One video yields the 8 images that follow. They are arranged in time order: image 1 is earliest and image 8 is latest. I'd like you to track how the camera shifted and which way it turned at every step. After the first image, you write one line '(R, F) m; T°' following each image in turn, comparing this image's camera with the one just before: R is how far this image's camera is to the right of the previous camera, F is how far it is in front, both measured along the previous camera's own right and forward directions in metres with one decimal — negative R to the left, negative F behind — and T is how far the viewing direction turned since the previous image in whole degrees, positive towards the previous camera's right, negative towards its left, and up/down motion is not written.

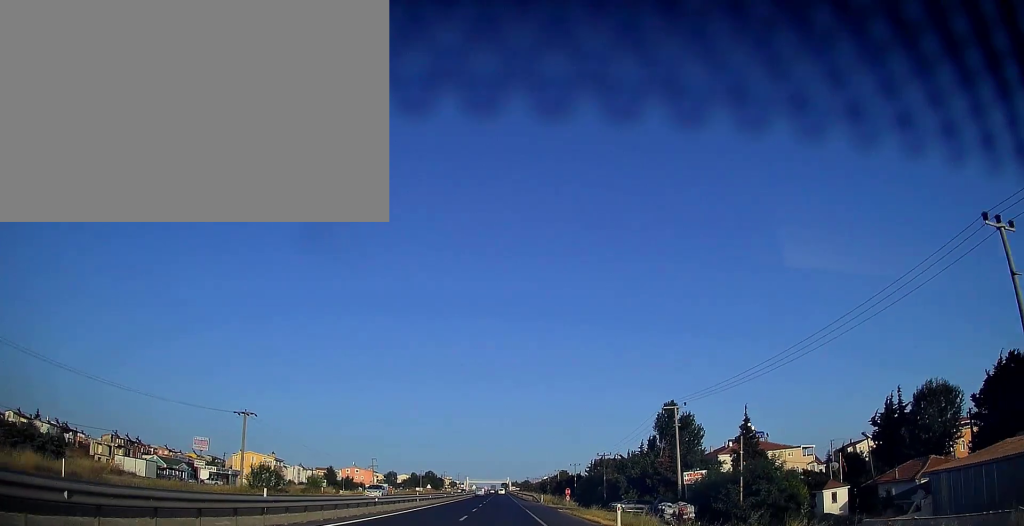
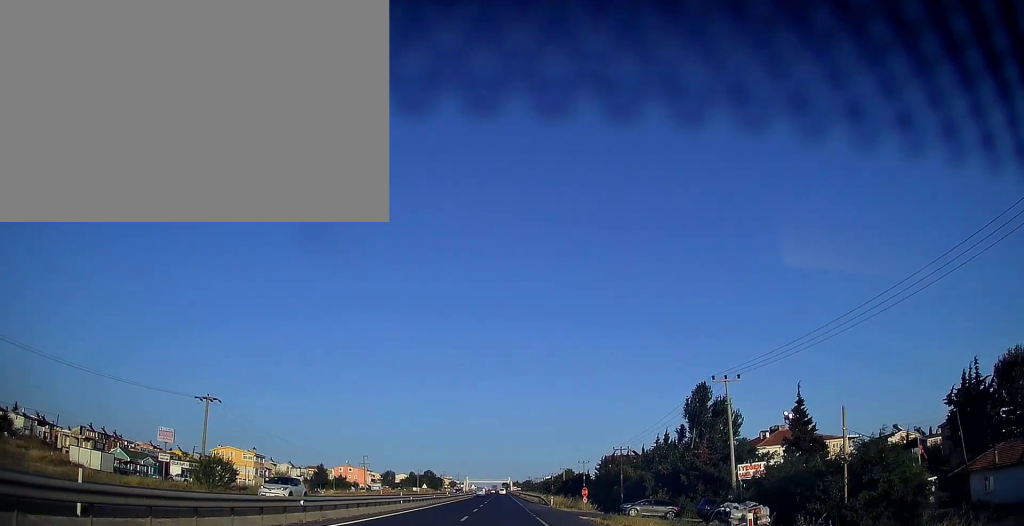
(+0.1, +12.3) m; 0°
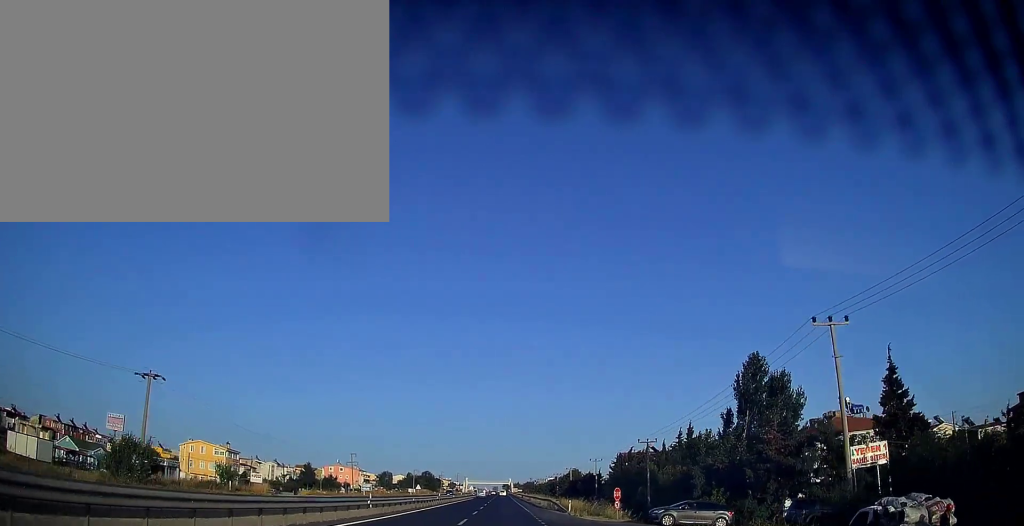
(-0.1, +14.2) m; 0°
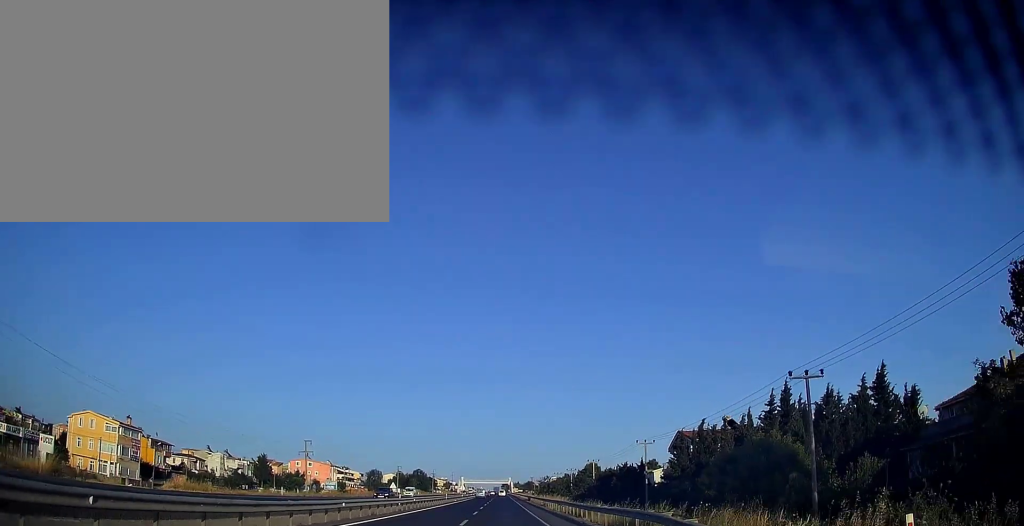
(-0.2, +35.9) m; 0°
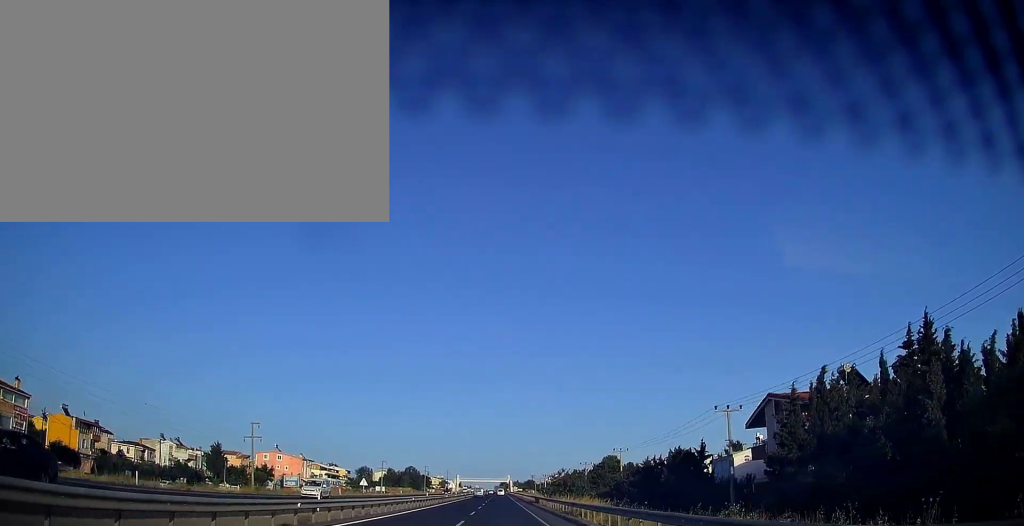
(+0.1, +25.4) m; 0°
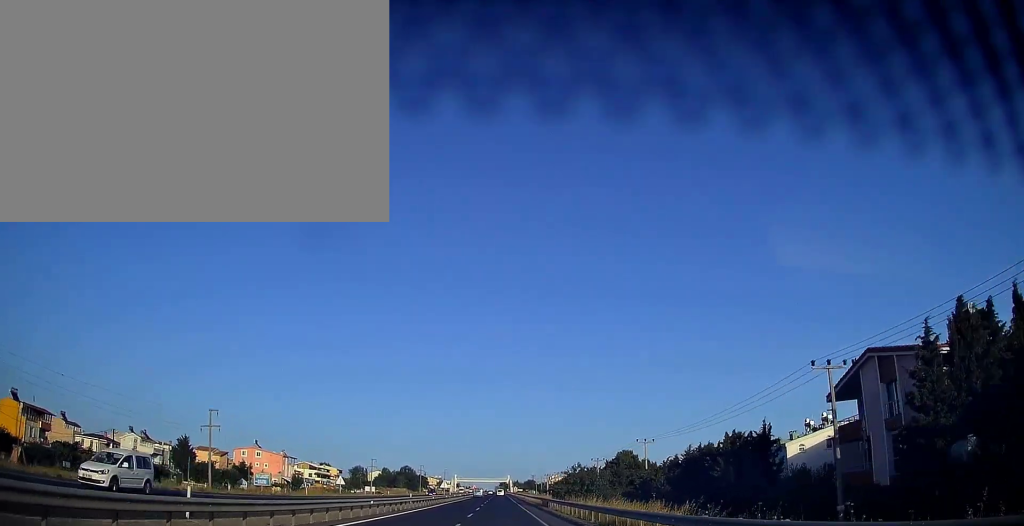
(0.0, +13.1) m; 0°
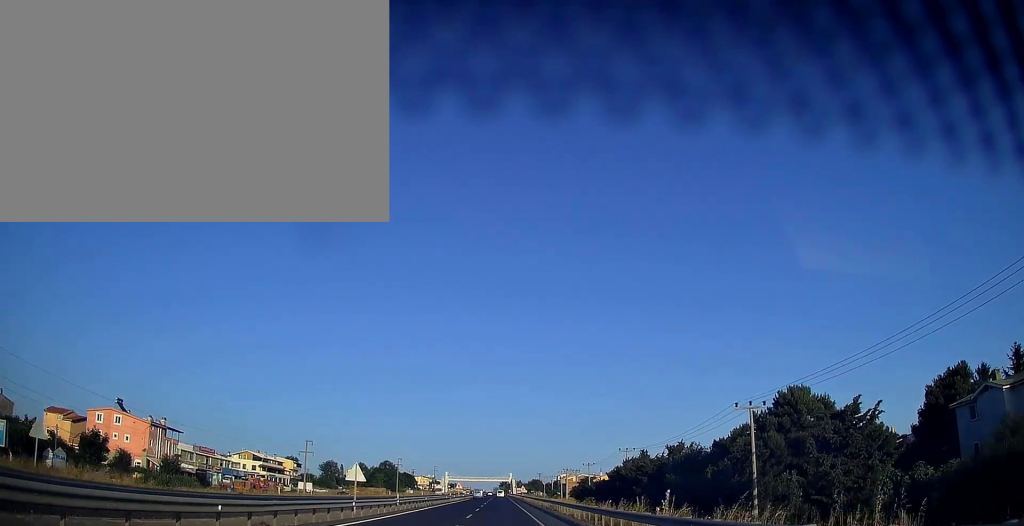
(+0.2, +60.3) m; 0°
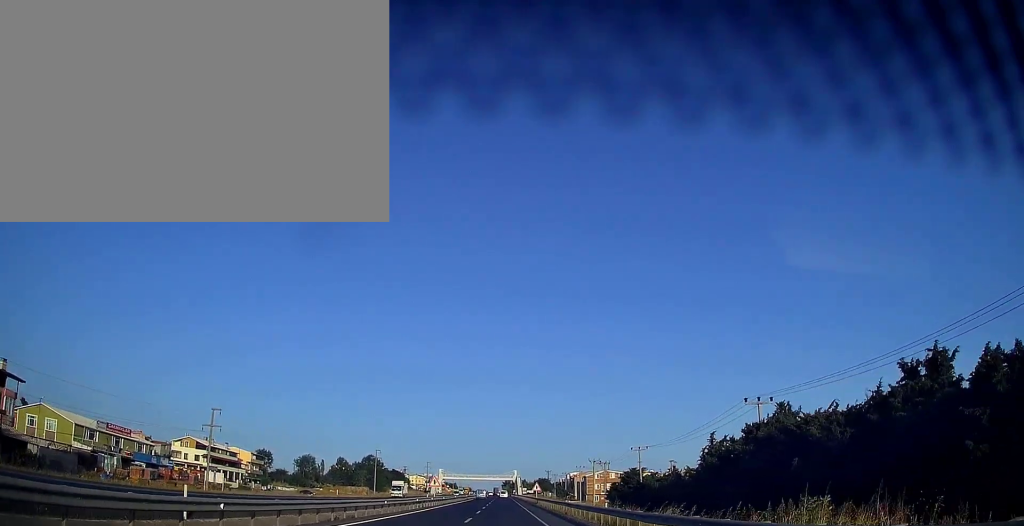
(-0.2, +39.8) m; 0°
